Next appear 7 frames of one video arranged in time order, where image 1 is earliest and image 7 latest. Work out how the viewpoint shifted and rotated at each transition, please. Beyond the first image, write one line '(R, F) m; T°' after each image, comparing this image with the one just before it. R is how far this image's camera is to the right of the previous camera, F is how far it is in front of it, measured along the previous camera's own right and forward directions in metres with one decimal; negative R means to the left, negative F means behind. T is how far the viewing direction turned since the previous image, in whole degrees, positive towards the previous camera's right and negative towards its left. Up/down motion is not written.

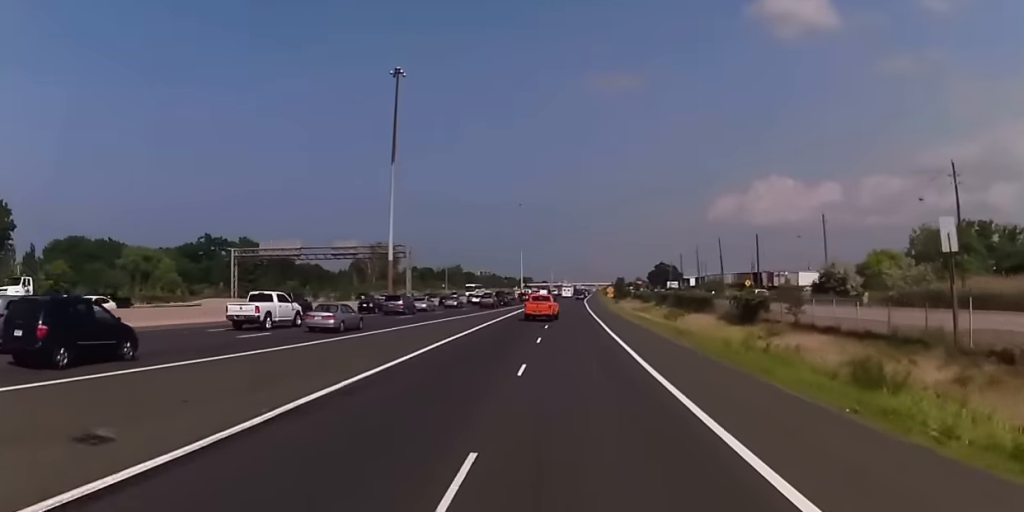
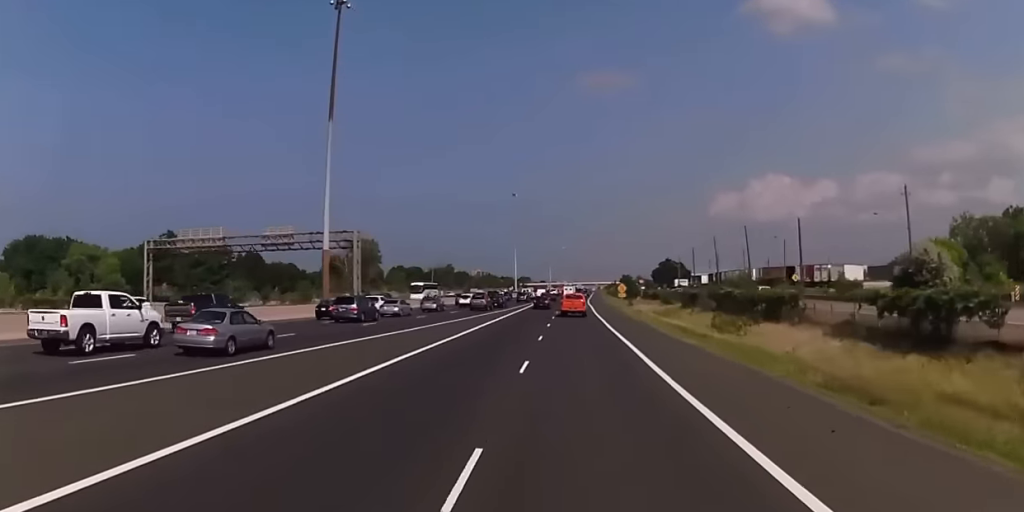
(-0.1, +24.3) m; +1°
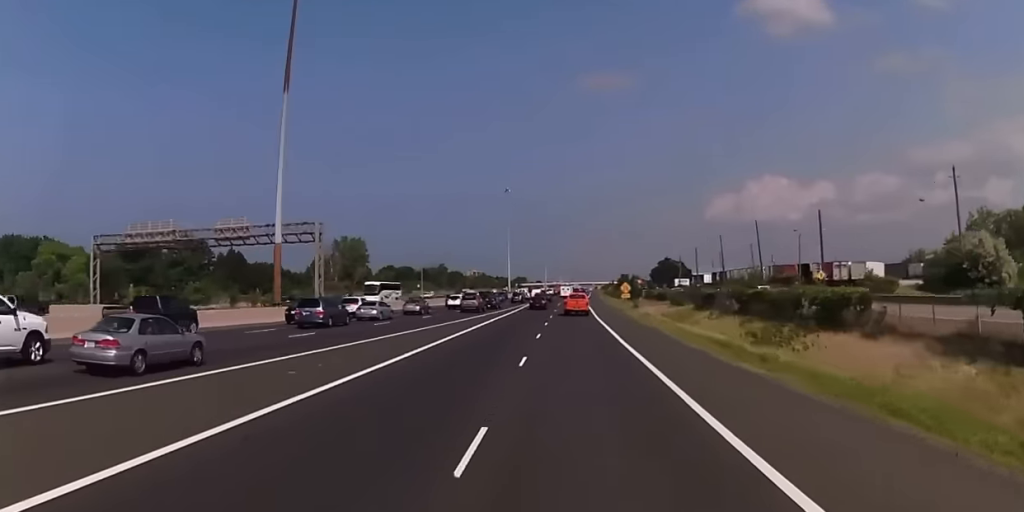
(+0.1, +10.5) m; +1°
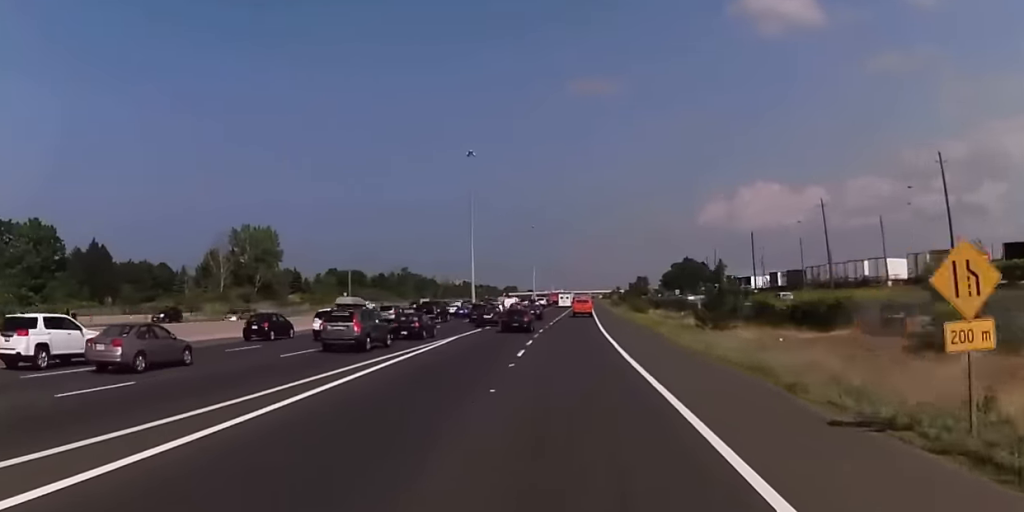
(-0.2, +65.4) m; 0°
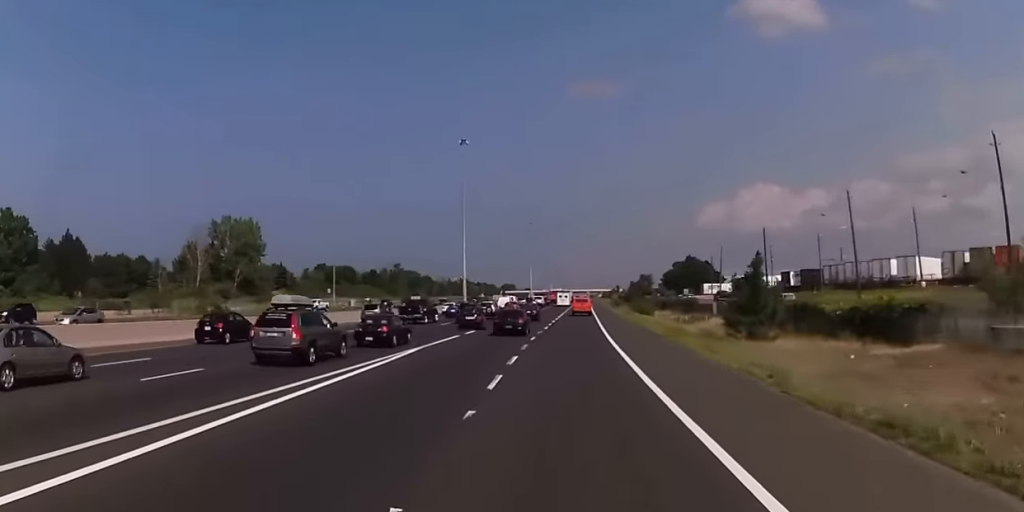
(0.0, +9.2) m; 0°
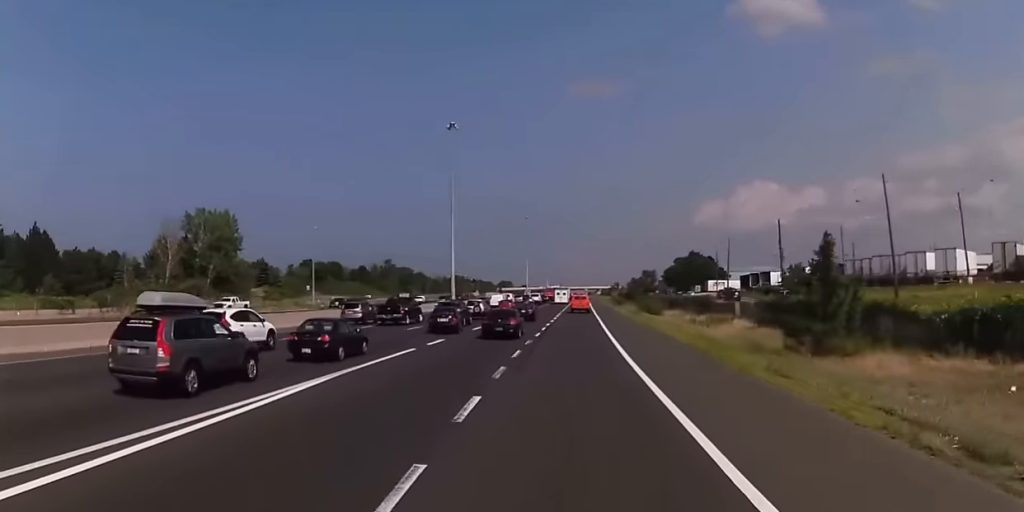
(0.0, +10.4) m; 0°
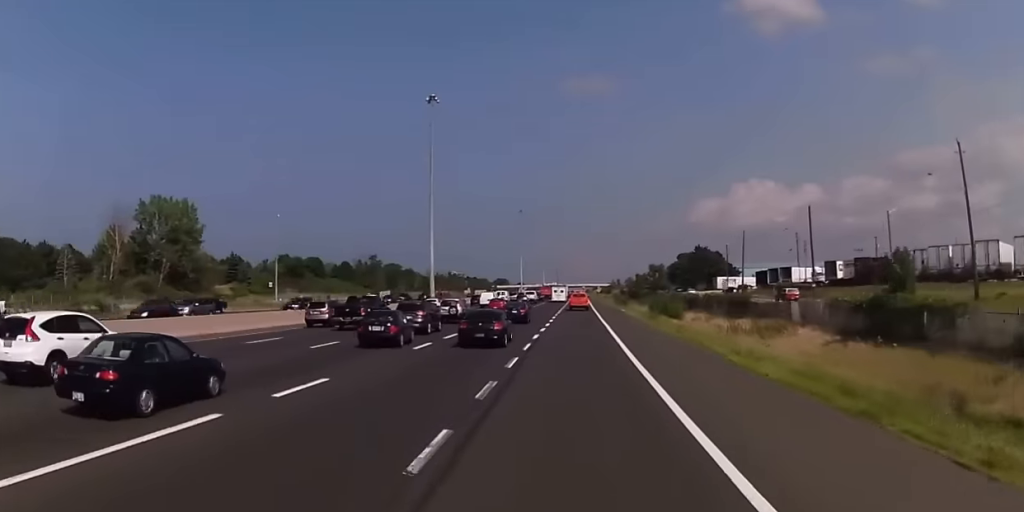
(0.0, +16.1) m; 0°
